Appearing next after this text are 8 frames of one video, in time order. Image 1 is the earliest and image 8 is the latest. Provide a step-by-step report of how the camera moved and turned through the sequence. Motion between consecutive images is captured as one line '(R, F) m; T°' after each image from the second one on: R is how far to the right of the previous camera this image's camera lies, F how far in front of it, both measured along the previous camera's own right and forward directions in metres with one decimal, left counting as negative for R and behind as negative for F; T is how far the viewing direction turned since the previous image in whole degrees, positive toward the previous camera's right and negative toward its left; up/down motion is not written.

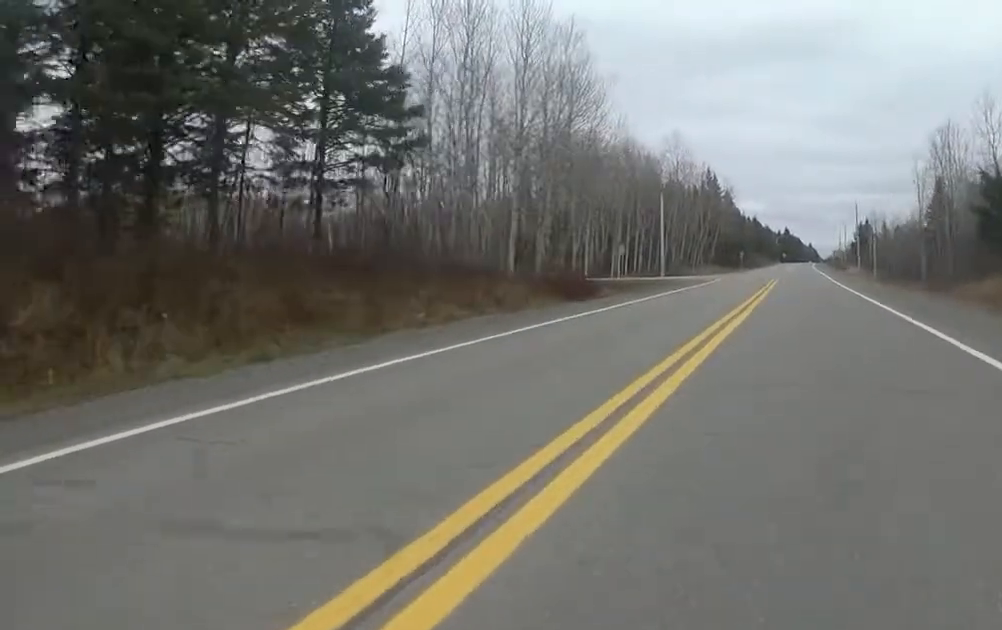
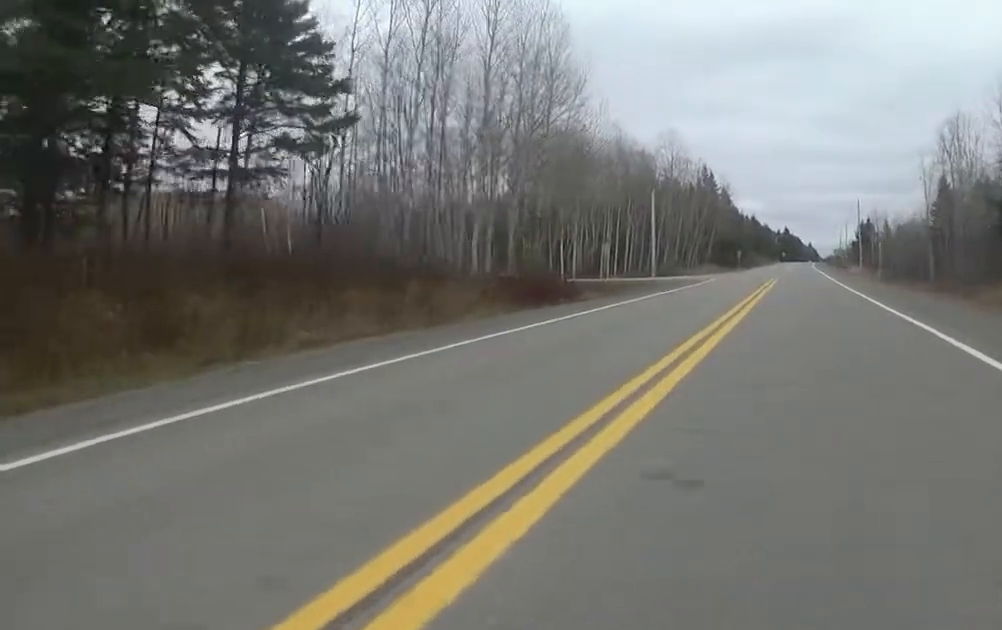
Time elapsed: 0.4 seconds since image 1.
(+0.1, +3.3) m; +1°
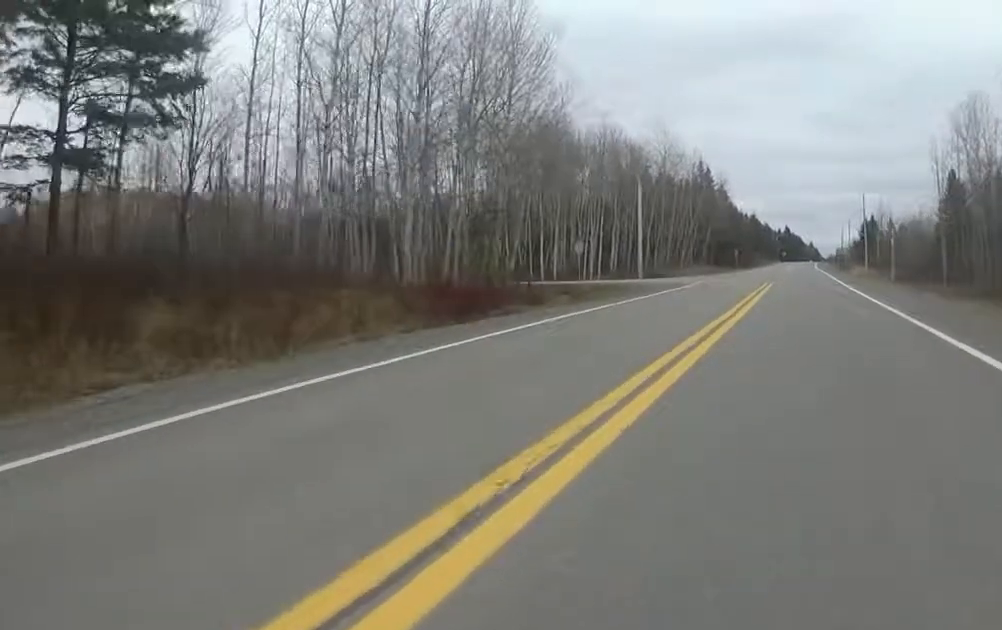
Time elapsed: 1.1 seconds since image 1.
(0.0, +4.9) m; 0°
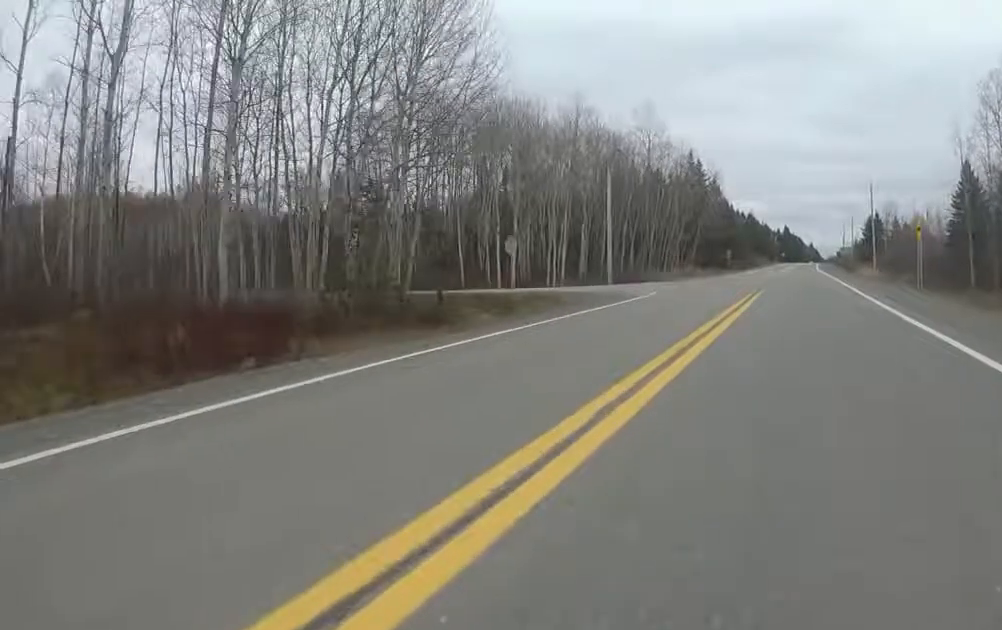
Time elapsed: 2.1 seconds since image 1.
(0.0, +8.0) m; 0°
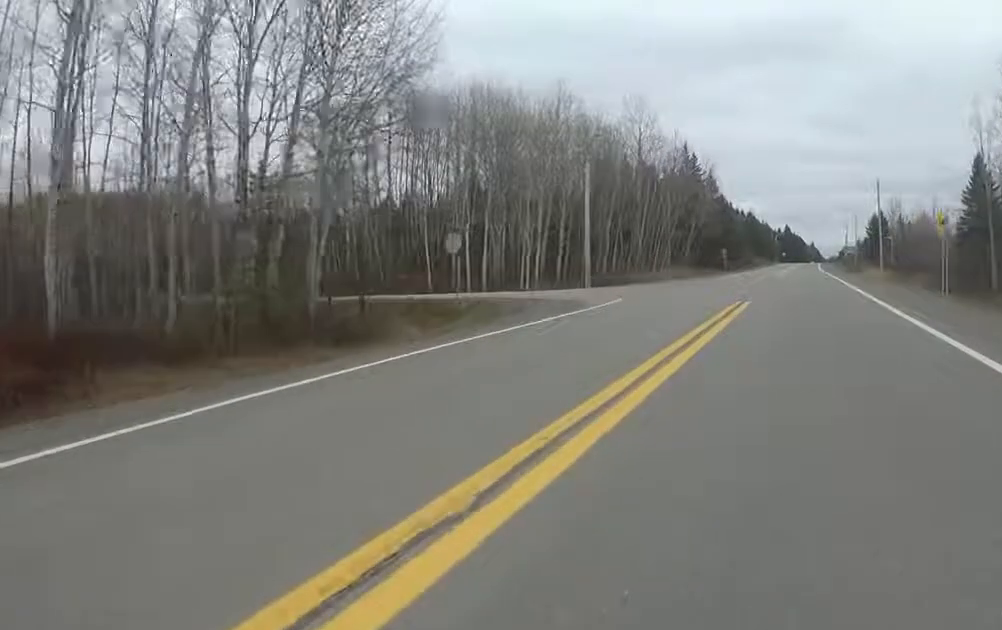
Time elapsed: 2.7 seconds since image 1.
(0.0, +4.6) m; 0°
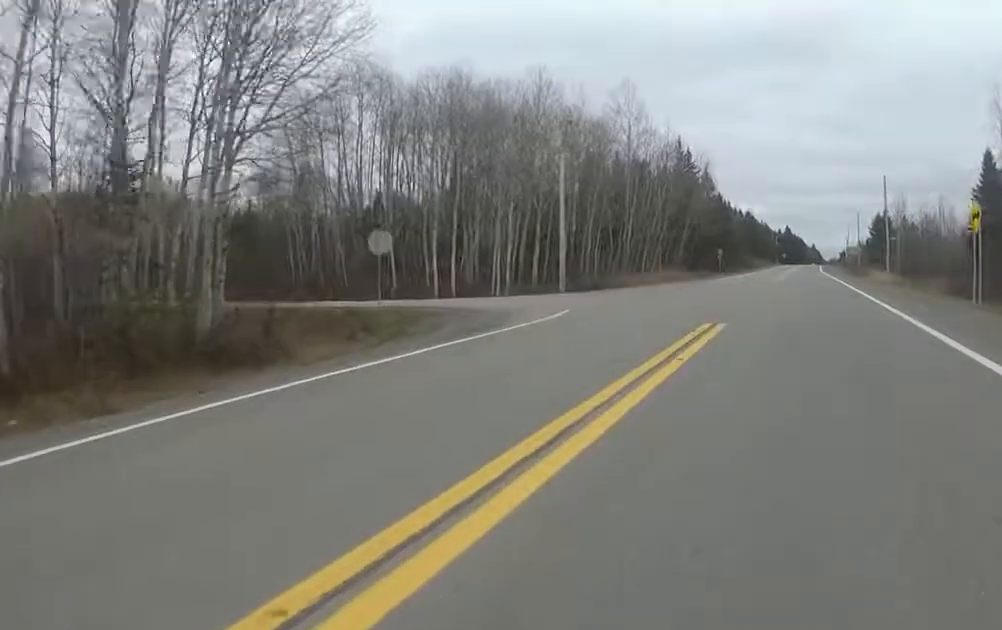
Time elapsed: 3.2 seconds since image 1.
(0.0, +4.1) m; 0°
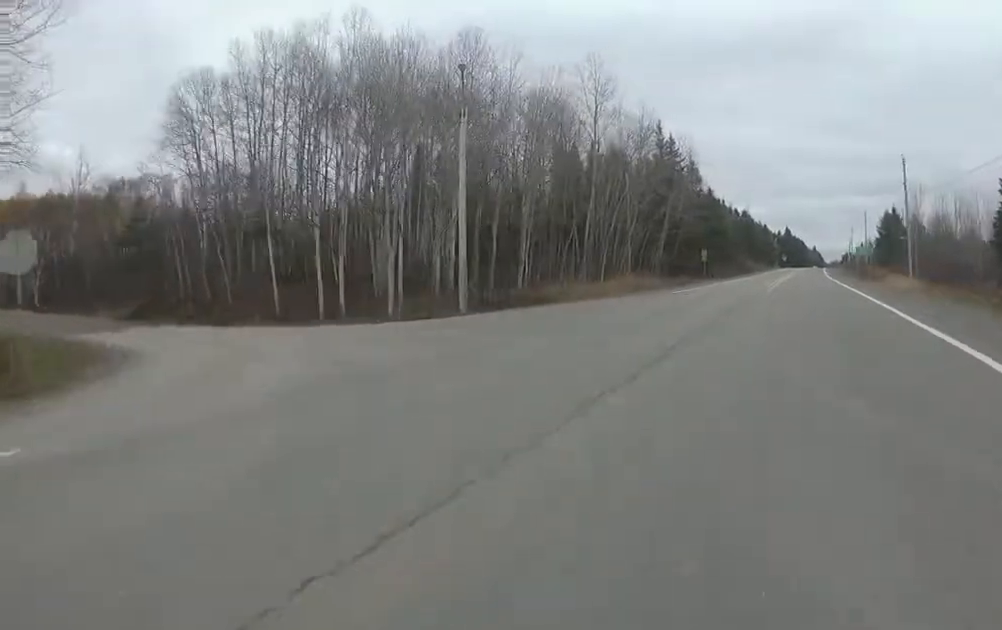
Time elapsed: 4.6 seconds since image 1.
(0.0, +10.3) m; 0°
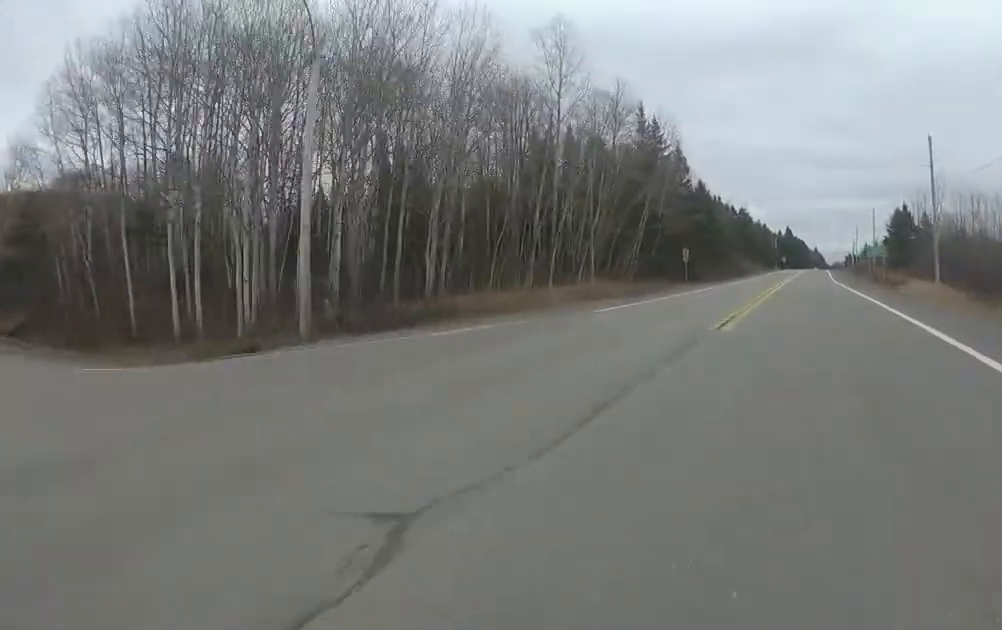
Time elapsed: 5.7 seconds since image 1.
(0.0, +8.5) m; 0°
